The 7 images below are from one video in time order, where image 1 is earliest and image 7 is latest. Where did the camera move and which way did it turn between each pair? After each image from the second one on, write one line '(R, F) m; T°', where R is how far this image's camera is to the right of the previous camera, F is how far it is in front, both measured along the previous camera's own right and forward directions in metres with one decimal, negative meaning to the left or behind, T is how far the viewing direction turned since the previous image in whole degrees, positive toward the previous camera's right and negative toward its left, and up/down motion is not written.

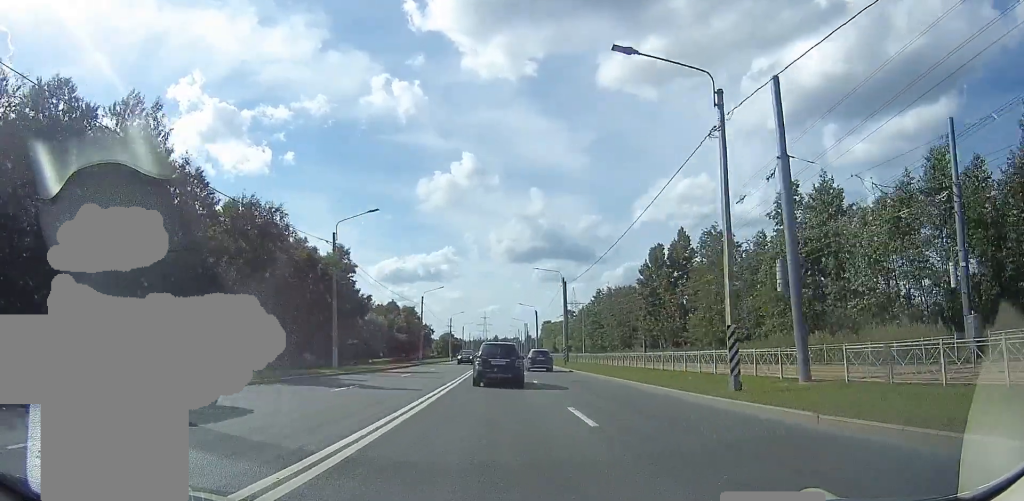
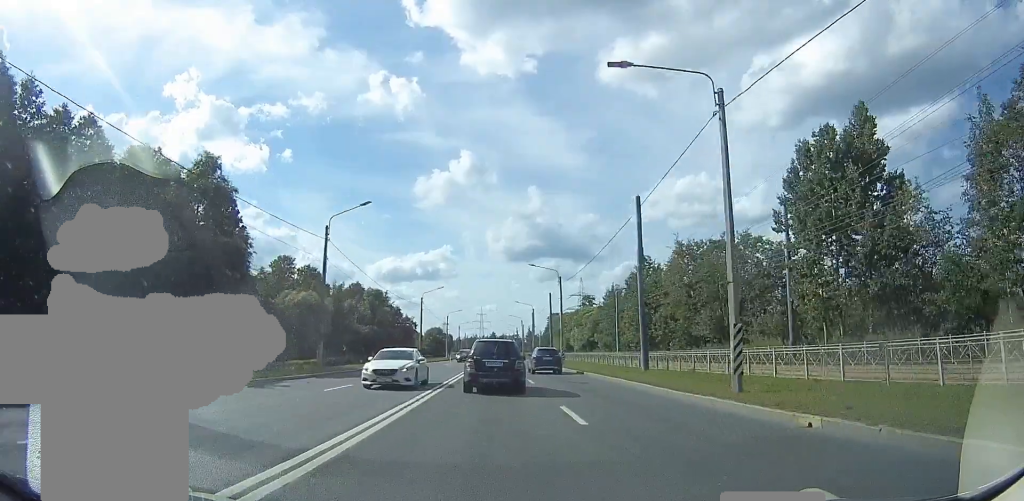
(+0.1, +35.7) m; +1°
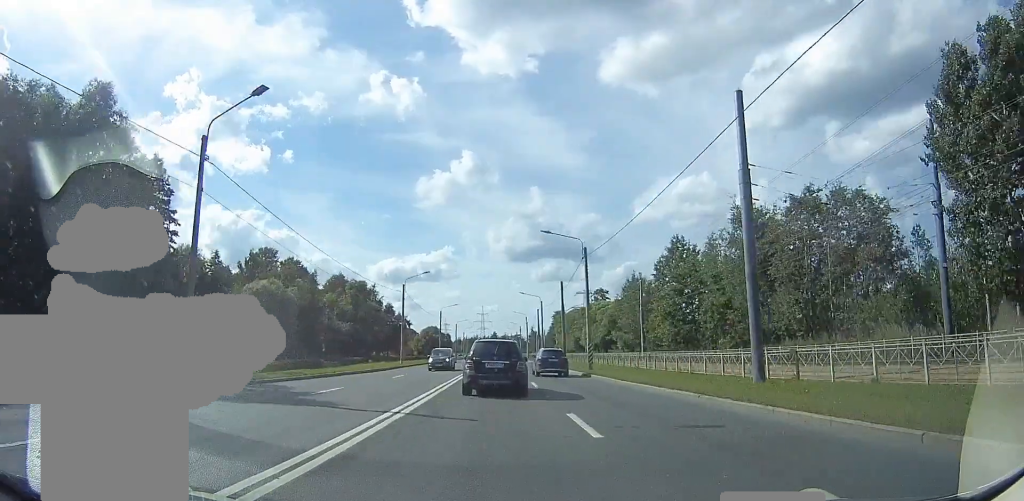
(0.0, +13.7) m; 0°
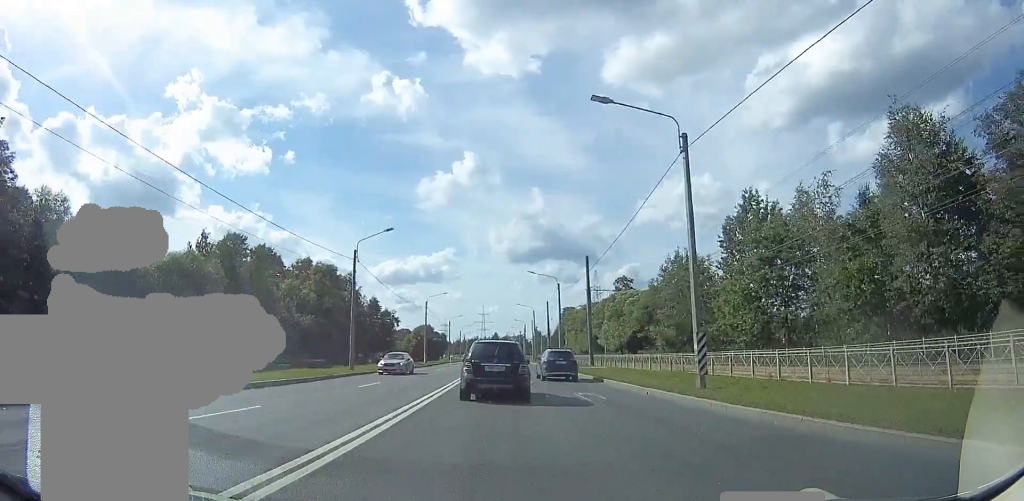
(0.0, +18.9) m; +1°
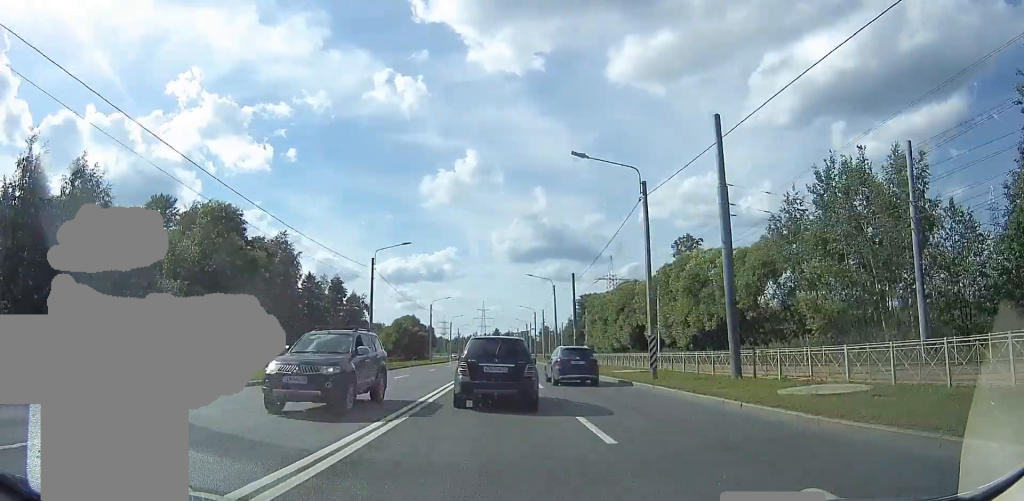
(+1.0, +29.9) m; +2°
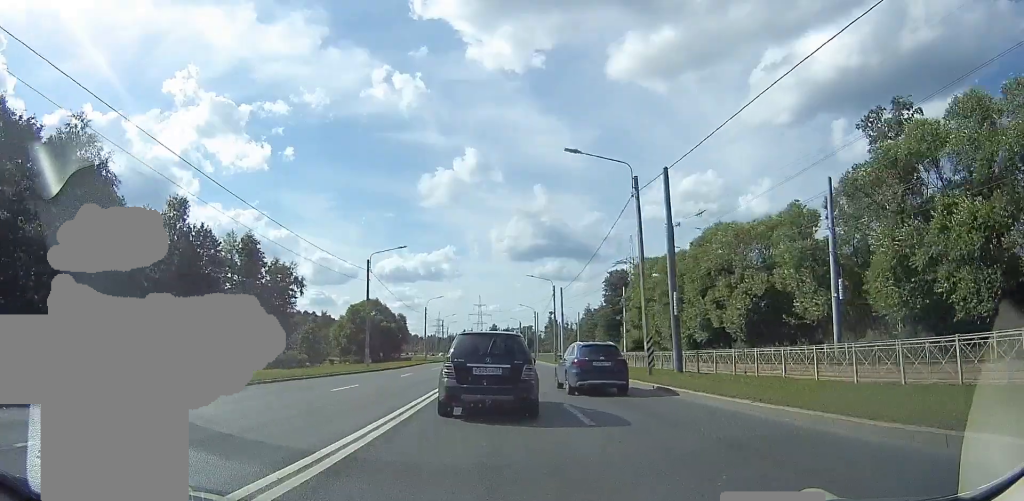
(-1.3, +34.4) m; -3°
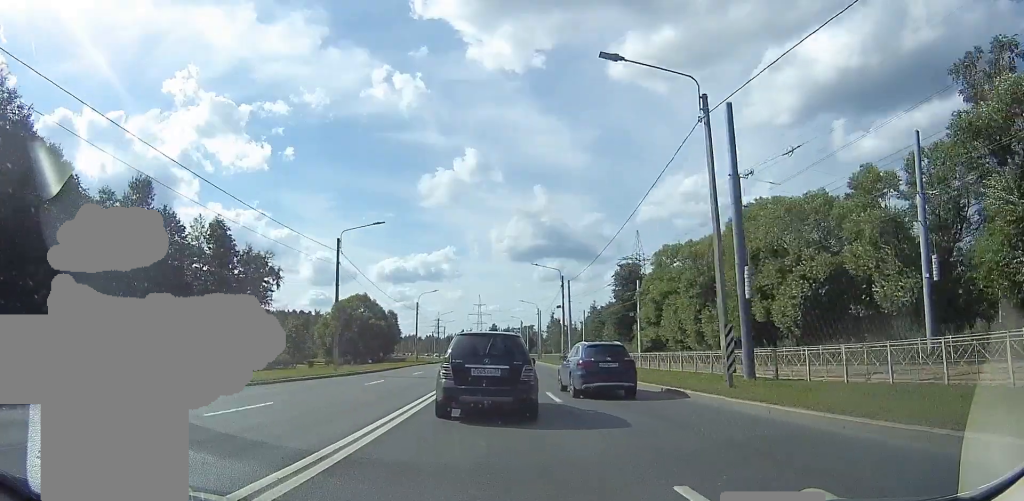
(0.0, +7.6) m; 0°
